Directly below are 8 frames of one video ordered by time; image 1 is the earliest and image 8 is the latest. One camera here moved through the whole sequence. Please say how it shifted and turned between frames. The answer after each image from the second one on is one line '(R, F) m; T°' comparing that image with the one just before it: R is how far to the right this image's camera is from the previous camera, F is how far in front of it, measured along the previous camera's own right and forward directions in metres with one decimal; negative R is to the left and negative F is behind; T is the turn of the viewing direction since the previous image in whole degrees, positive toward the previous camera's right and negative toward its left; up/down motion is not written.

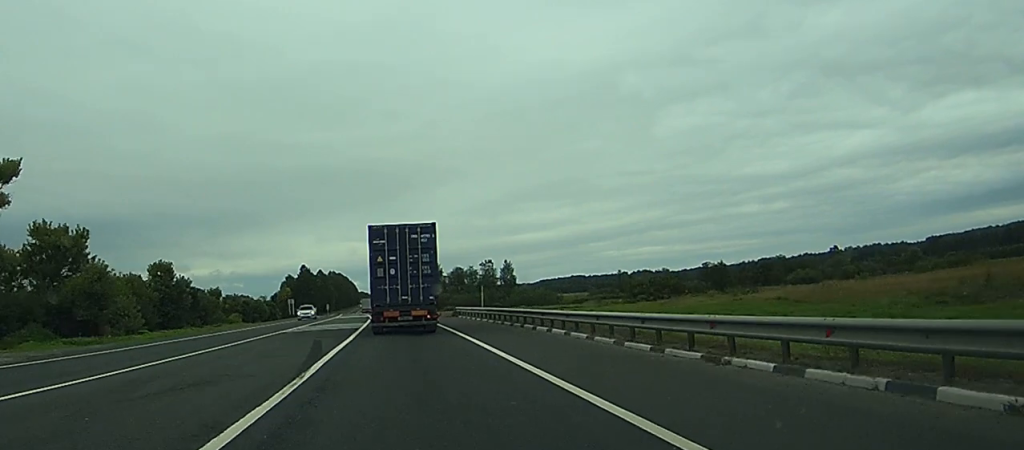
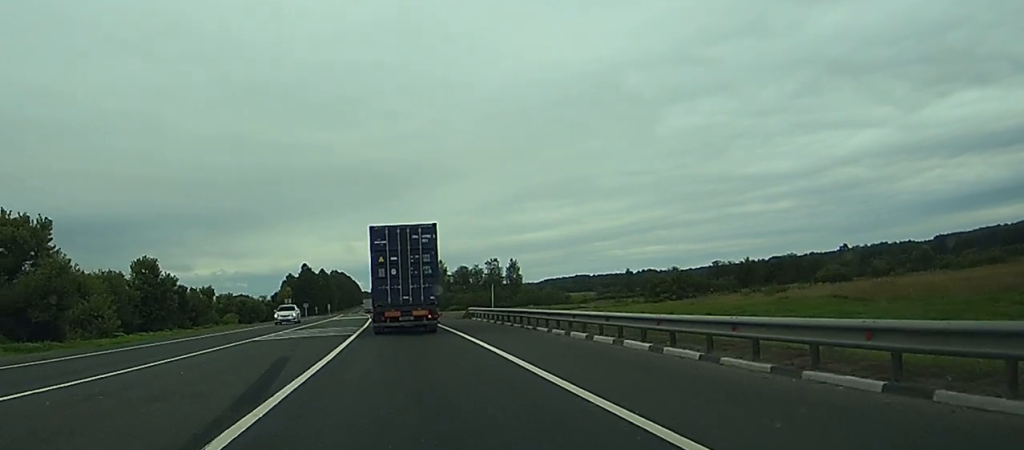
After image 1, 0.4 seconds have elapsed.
(0.0, +8.8) m; 0°
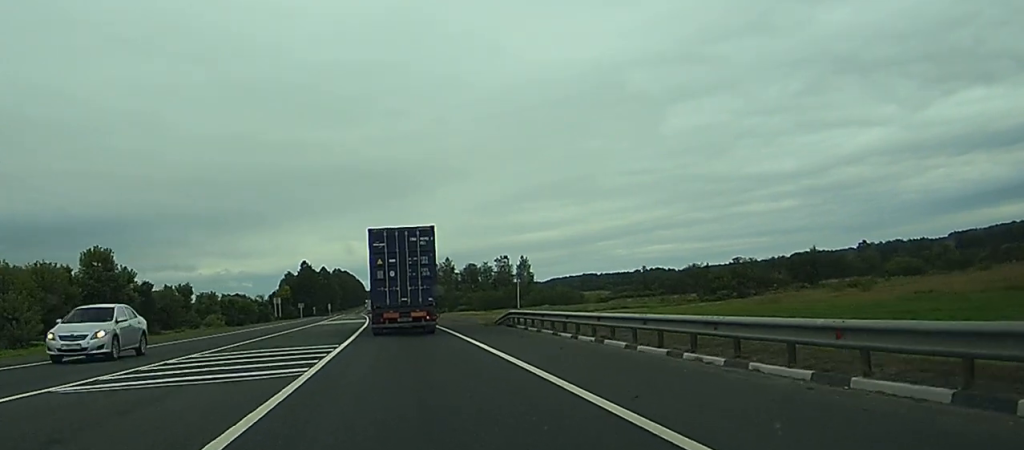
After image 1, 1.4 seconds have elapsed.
(+0.1, +19.0) m; 0°
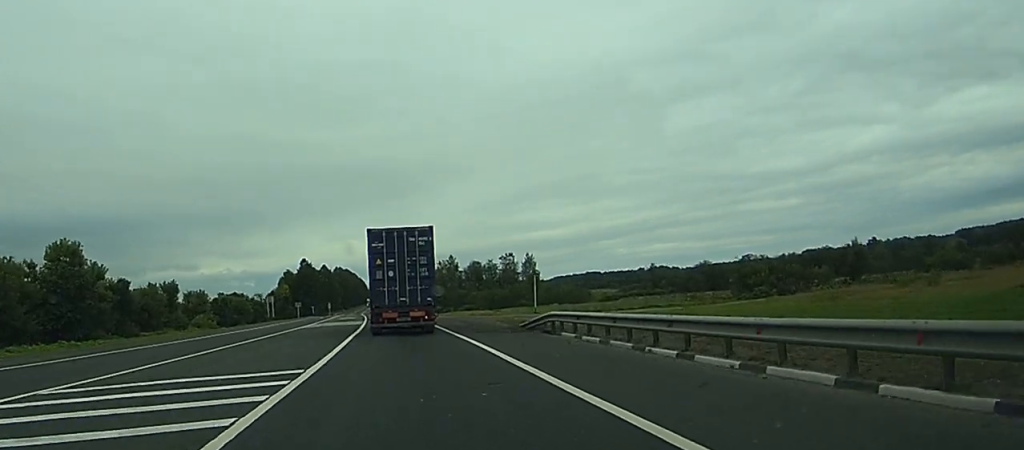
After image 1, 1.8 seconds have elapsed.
(-0.1, +9.6) m; 0°
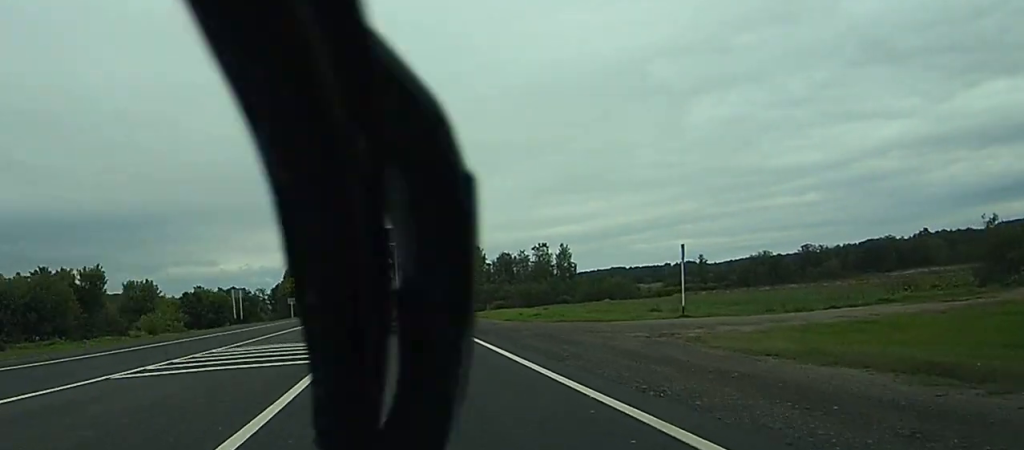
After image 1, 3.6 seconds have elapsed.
(-0.4, +37.7) m; -1°
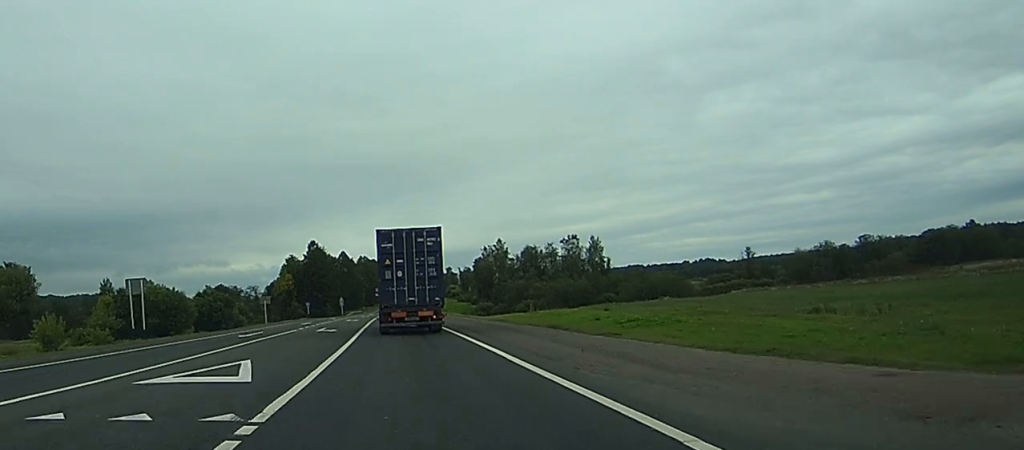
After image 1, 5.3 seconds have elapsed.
(-0.3, +38.3) m; -2°
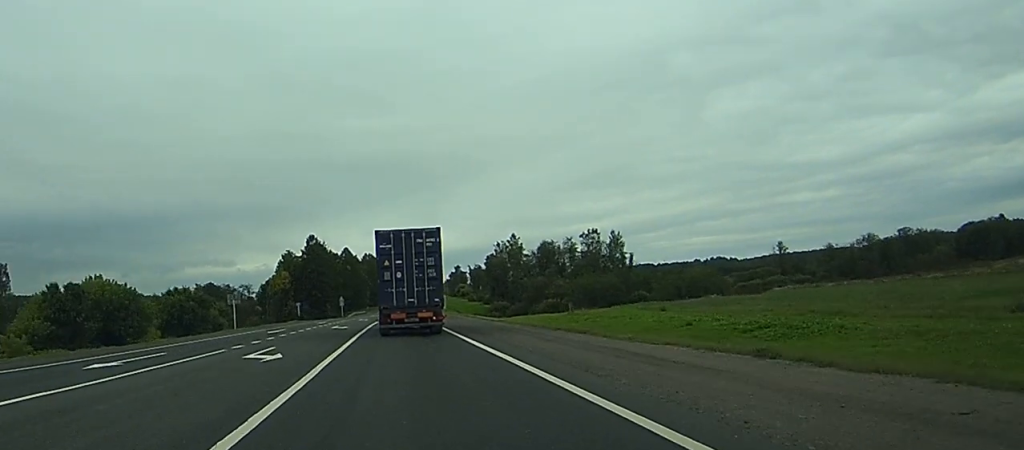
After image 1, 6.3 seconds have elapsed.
(-0.4, +24.4) m; -3°
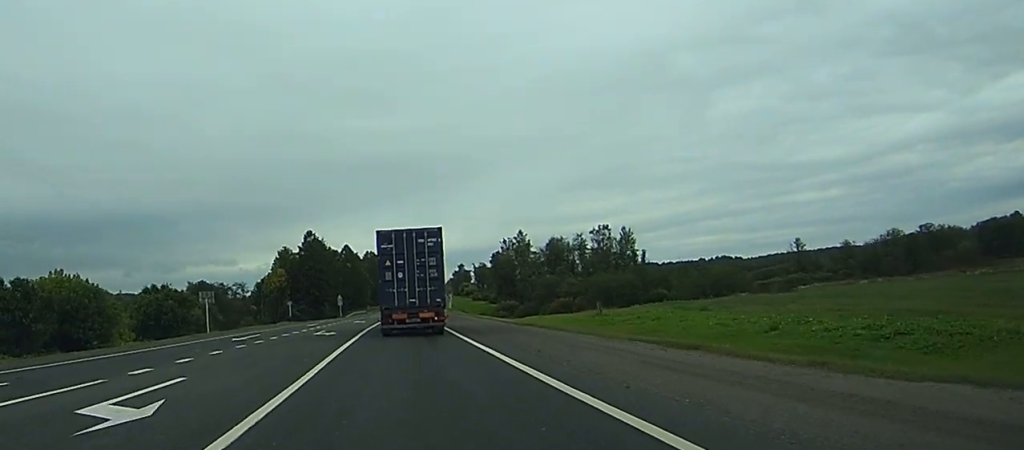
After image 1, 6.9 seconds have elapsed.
(-0.5, +13.1) m; +2°
